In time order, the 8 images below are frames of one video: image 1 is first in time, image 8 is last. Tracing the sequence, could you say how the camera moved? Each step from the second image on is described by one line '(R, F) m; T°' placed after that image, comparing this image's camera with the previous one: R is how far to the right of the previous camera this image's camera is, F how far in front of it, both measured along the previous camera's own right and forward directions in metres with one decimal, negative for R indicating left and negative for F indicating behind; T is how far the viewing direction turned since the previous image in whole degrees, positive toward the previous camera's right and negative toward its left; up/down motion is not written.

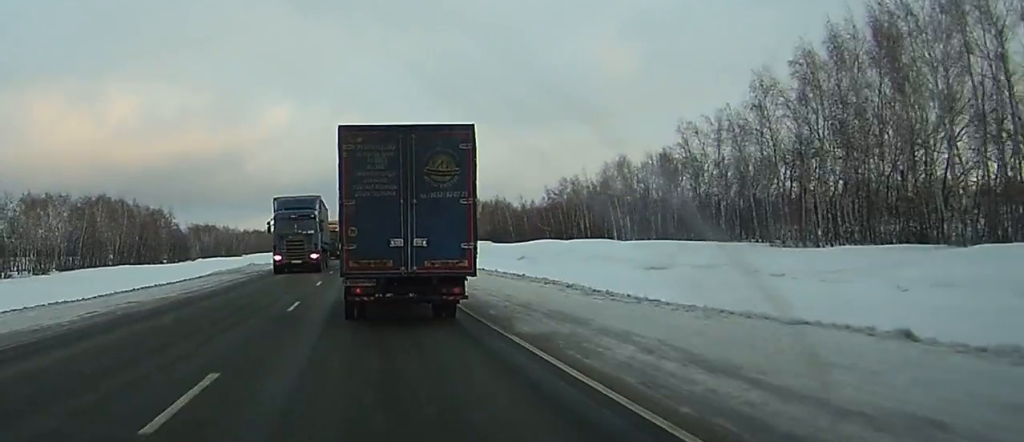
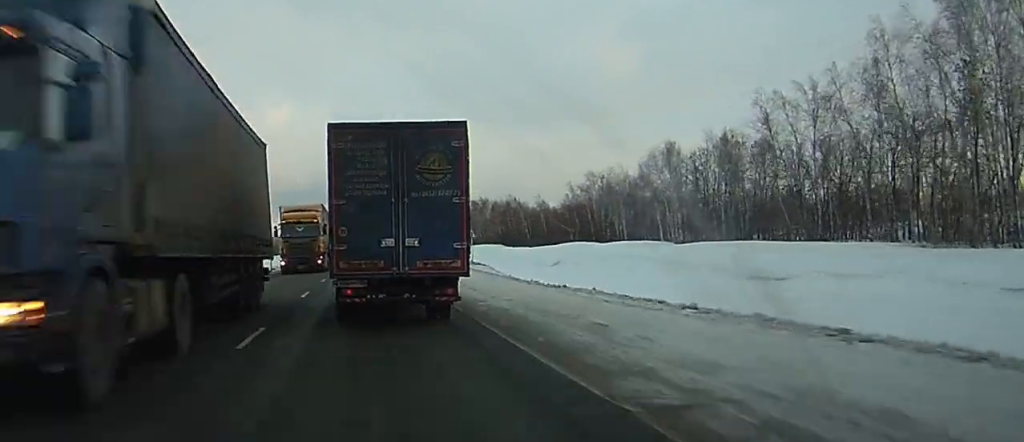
(0.0, +18.7) m; 0°
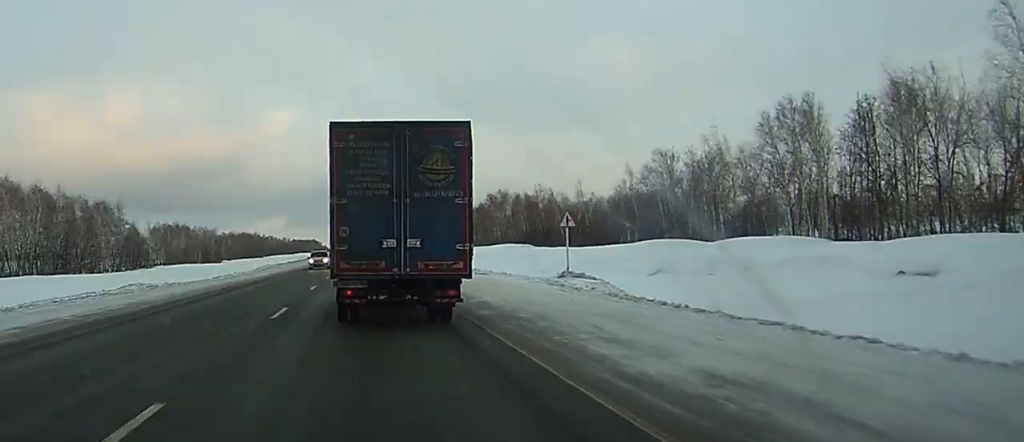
(0.0, +31.2) m; 0°
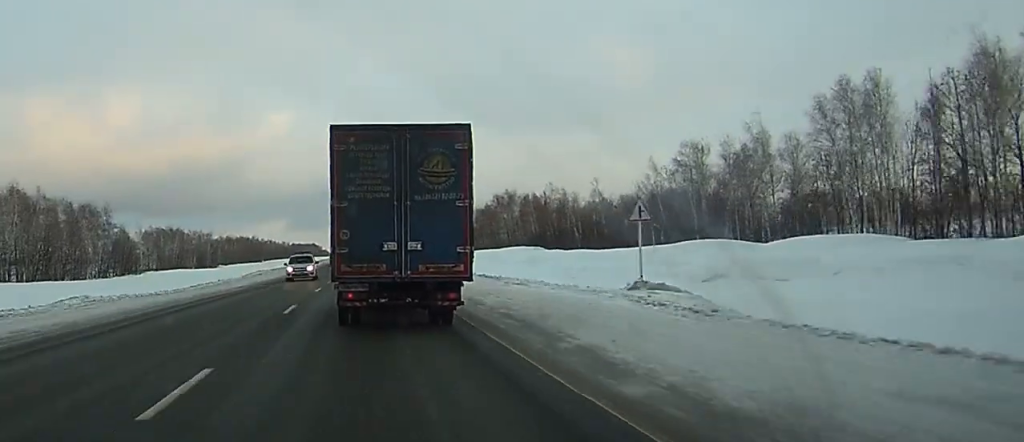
(0.0, +9.6) m; 0°
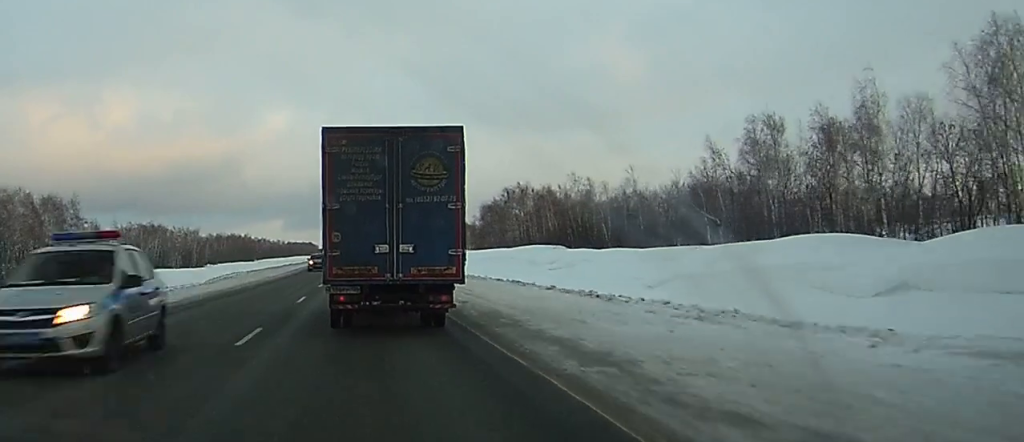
(+0.1, +18.5) m; 0°
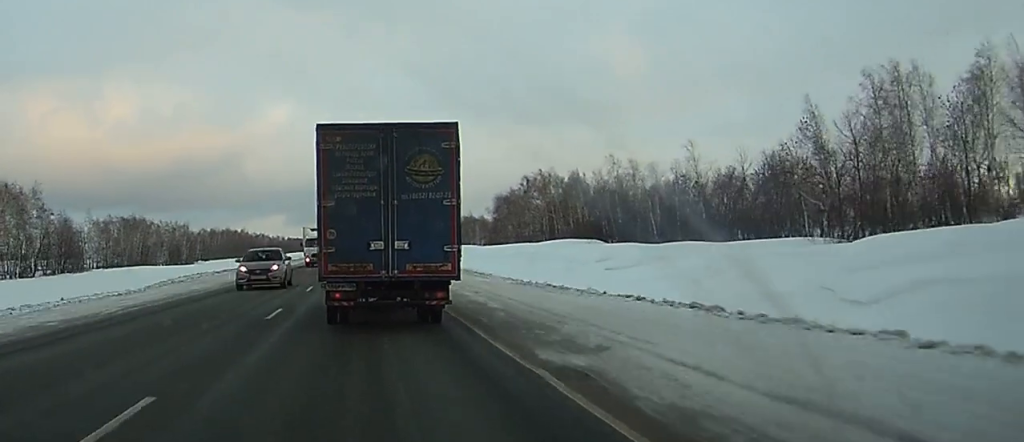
(0.0, +19.9) m; 0°
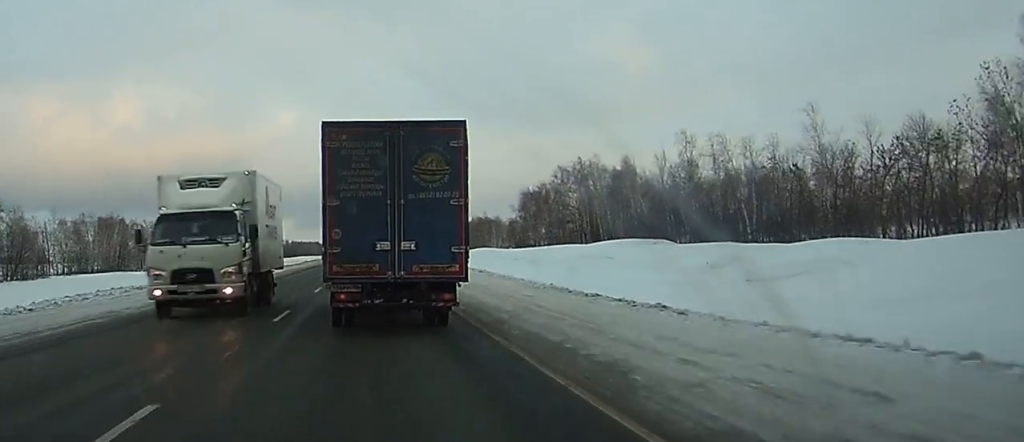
(-0.2, +24.3) m; -1°
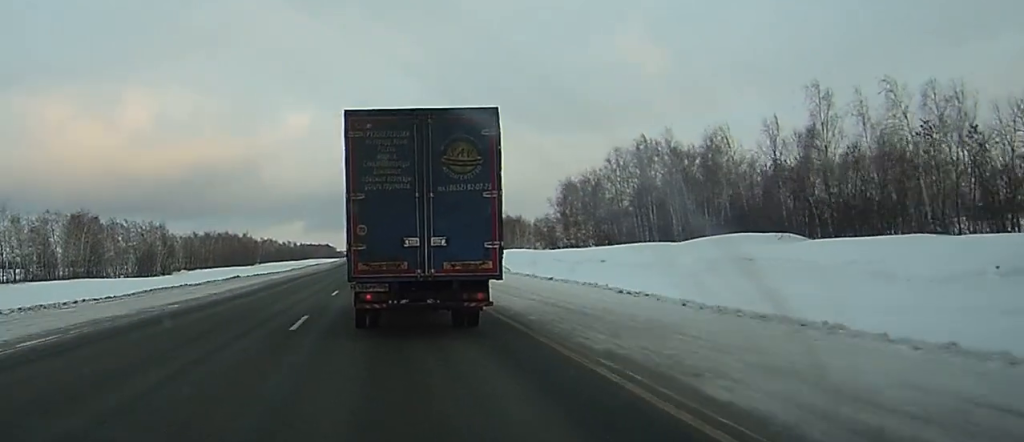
(-0.1, +25.9) m; 0°
